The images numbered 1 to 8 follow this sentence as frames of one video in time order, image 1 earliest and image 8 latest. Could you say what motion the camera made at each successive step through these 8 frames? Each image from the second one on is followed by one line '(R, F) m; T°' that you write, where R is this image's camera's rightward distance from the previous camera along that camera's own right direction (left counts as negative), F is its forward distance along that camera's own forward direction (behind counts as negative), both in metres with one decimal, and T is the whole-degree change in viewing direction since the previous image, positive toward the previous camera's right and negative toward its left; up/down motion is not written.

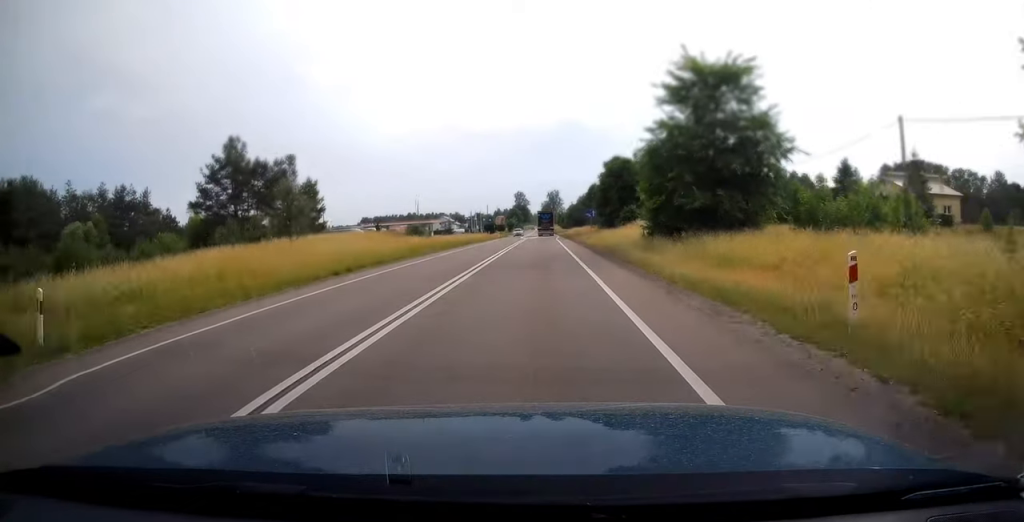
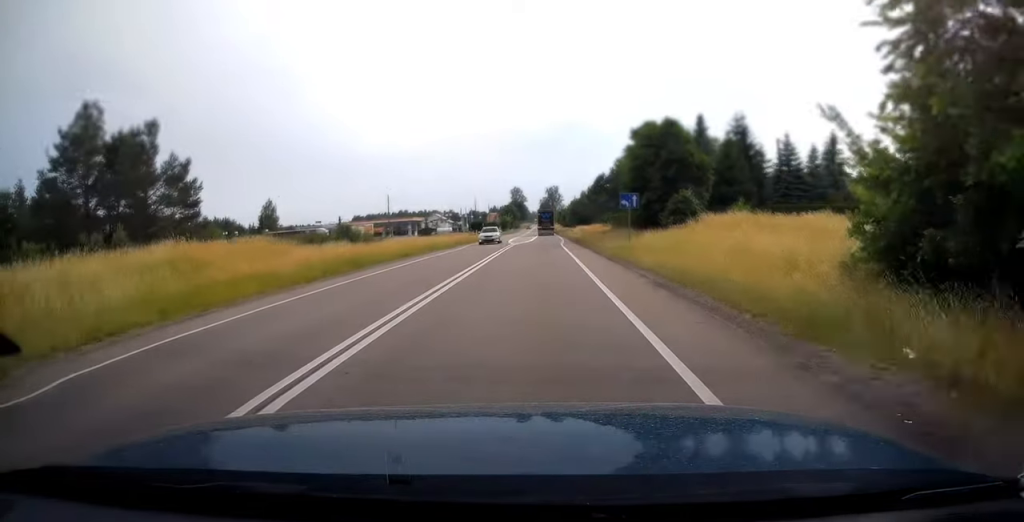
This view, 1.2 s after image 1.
(-0.1, +26.1) m; 0°
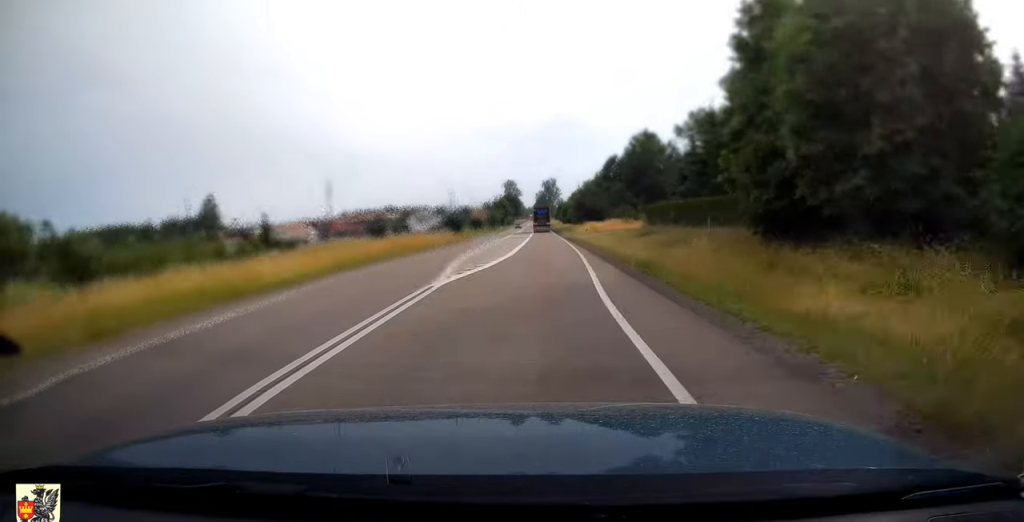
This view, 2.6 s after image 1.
(+0.1, +31.3) m; 0°
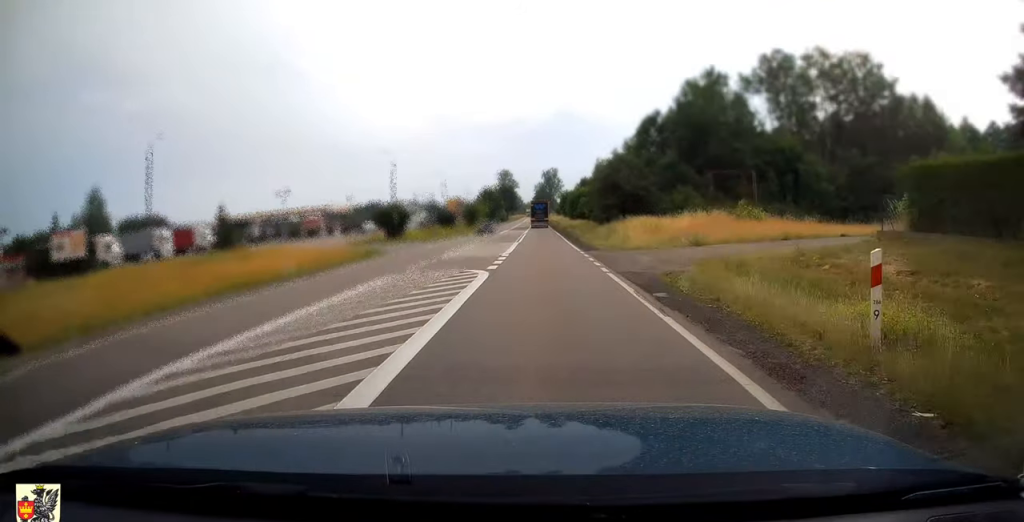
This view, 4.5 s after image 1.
(0.0, +43.0) m; 0°
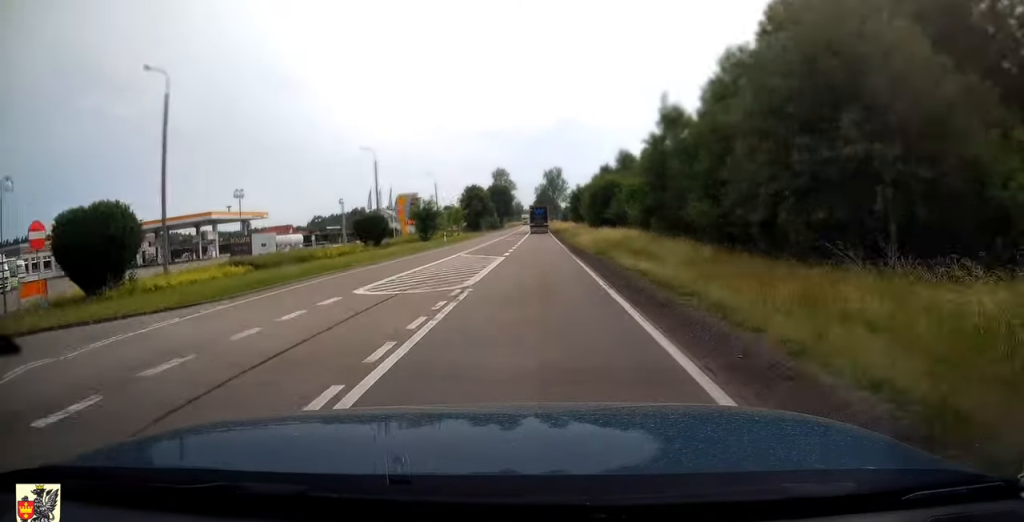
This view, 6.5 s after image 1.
(-0.2, +44.1) m; 0°
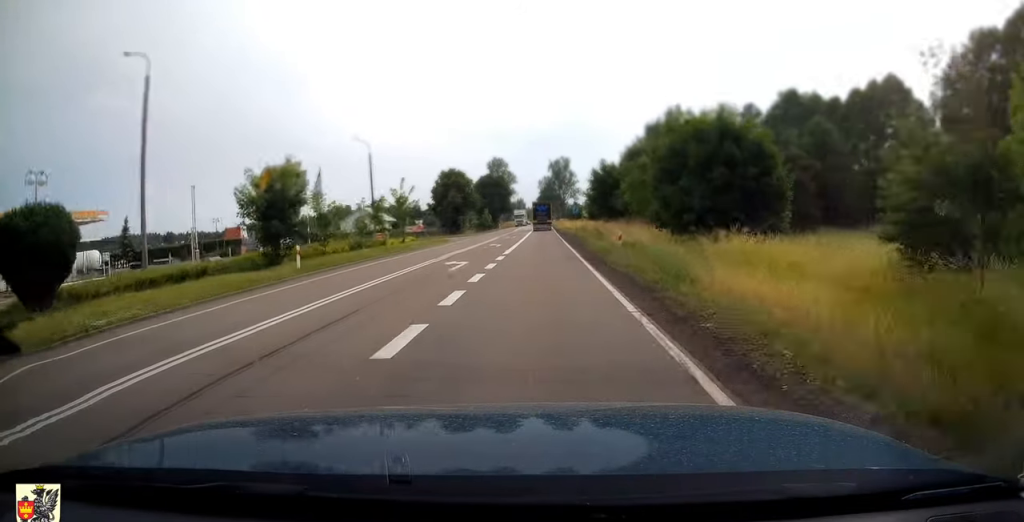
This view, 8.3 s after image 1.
(0.0, +39.5) m; 0°
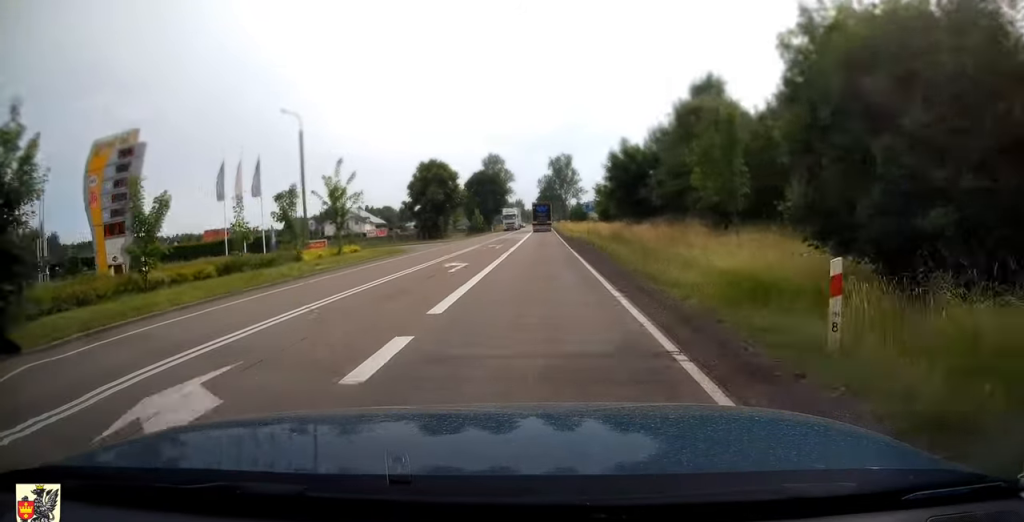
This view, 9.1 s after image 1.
(+0.2, +17.5) m; 0°
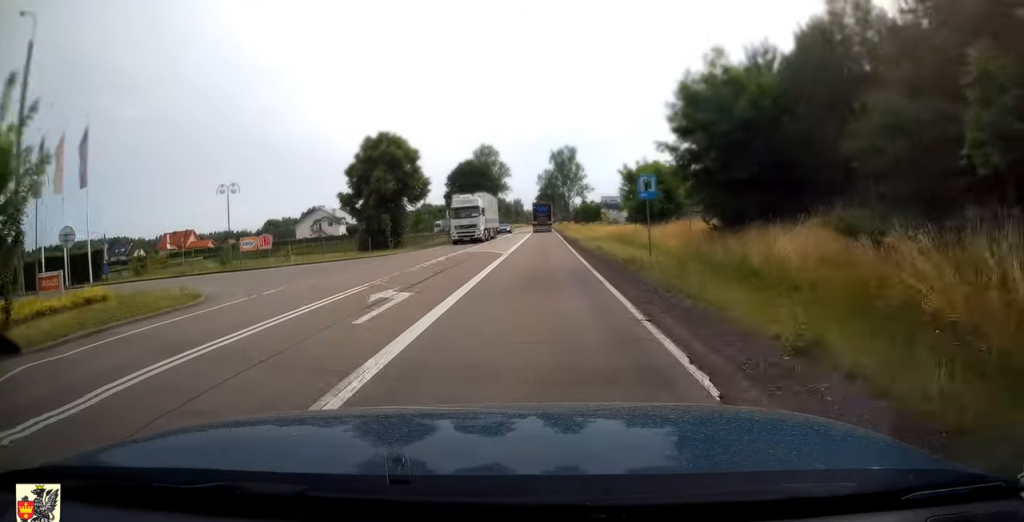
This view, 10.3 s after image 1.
(-0.1, +26.5) m; 0°
